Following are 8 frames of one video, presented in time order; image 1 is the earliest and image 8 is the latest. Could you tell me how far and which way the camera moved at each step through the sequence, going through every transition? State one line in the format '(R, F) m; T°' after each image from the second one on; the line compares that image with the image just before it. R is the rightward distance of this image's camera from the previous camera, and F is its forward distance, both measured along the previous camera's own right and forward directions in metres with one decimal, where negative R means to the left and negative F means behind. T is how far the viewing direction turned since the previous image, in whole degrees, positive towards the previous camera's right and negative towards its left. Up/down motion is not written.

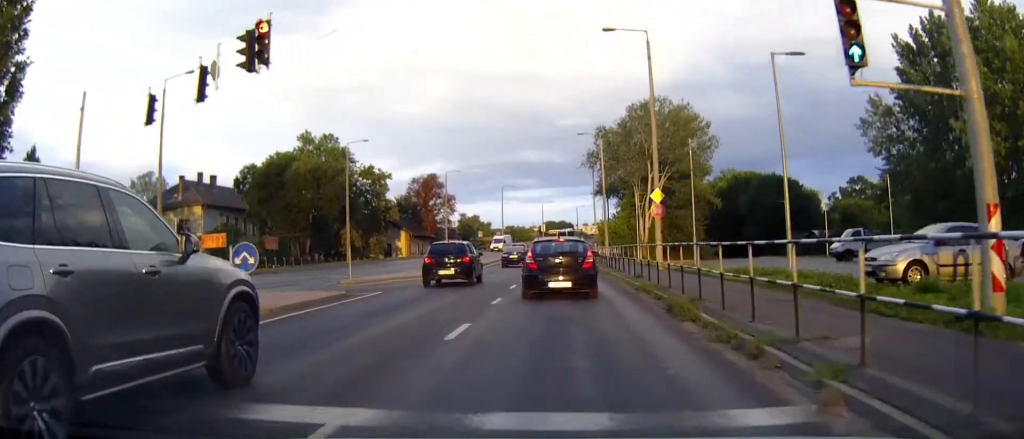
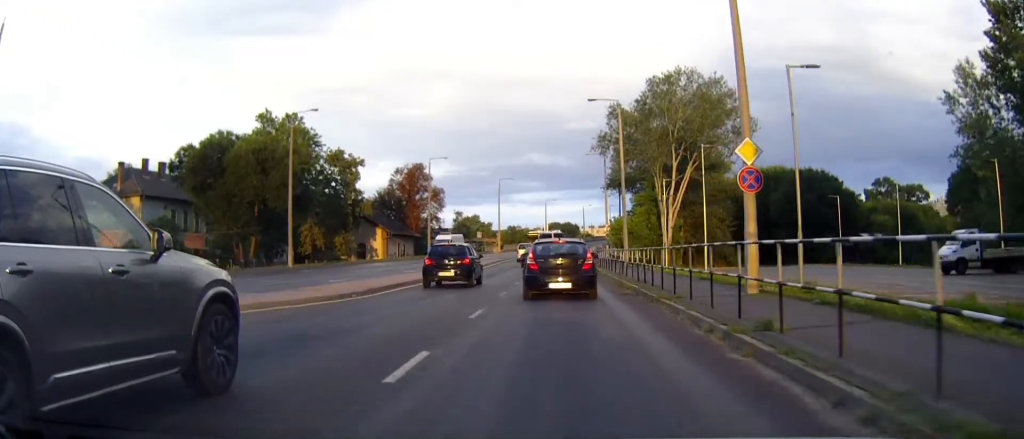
(0.0, +14.3) m; 0°
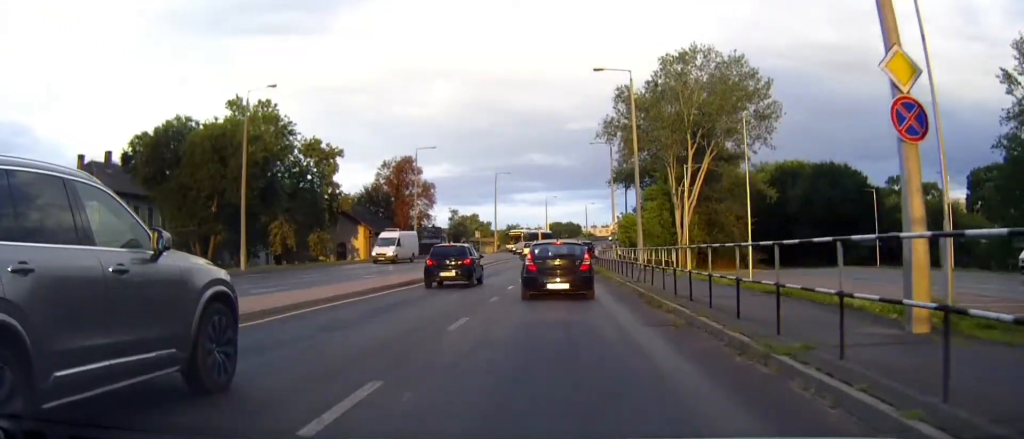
(0.0, +8.2) m; 0°
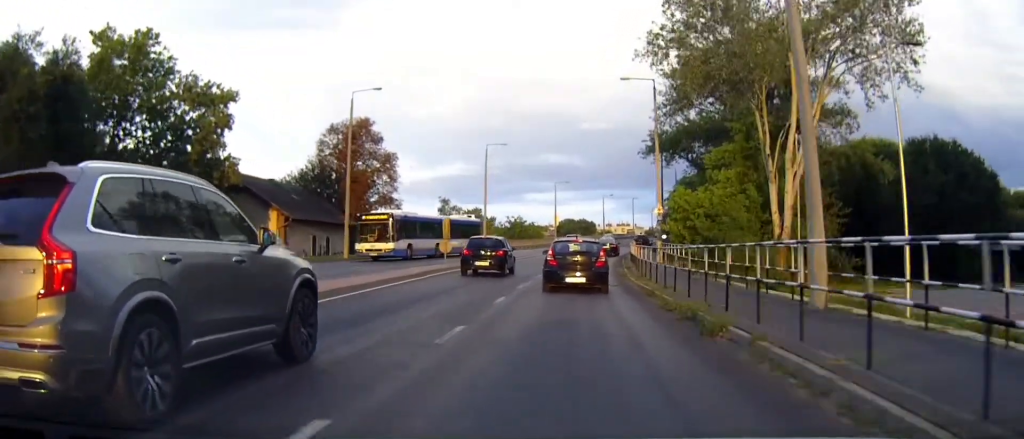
(-0.1, +26.6) m; -1°
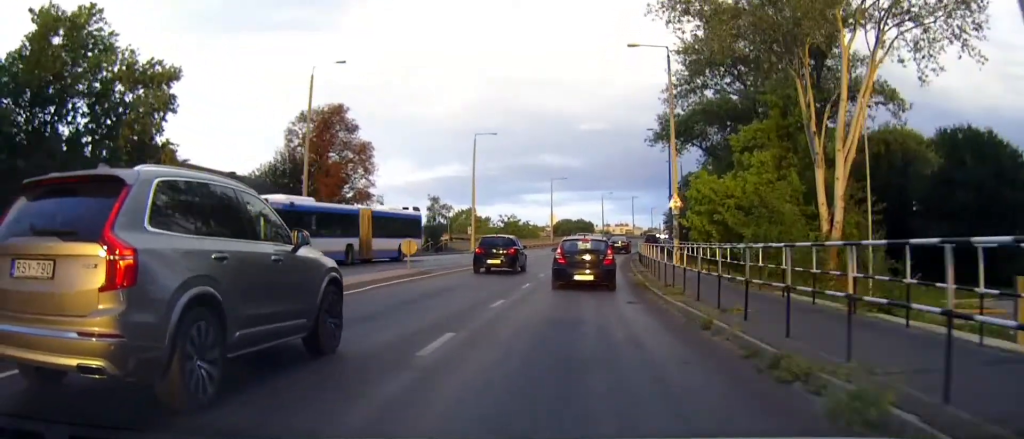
(0.0, +7.4) m; 0°
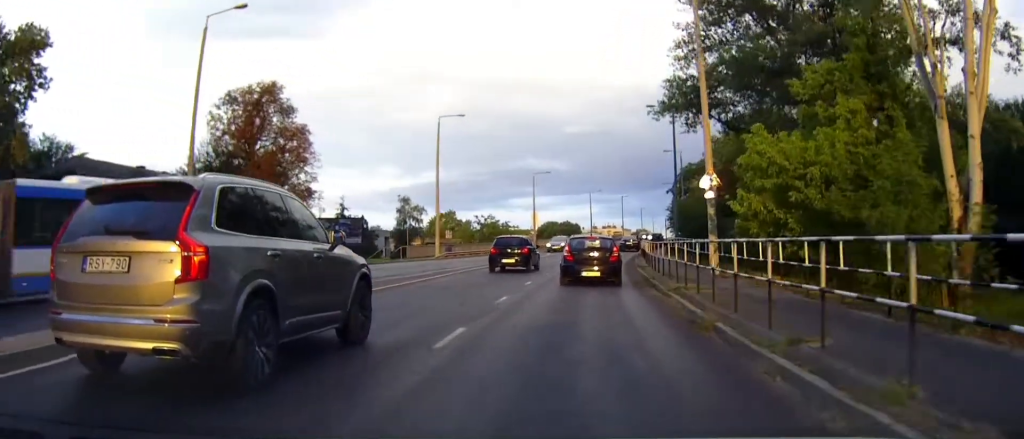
(0.0, +11.3) m; 0°
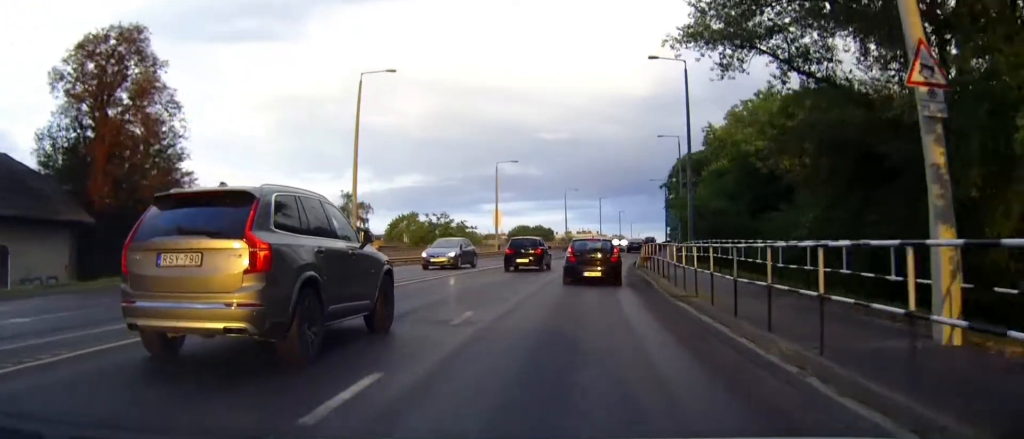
(+0.1, +15.9) m; +1°
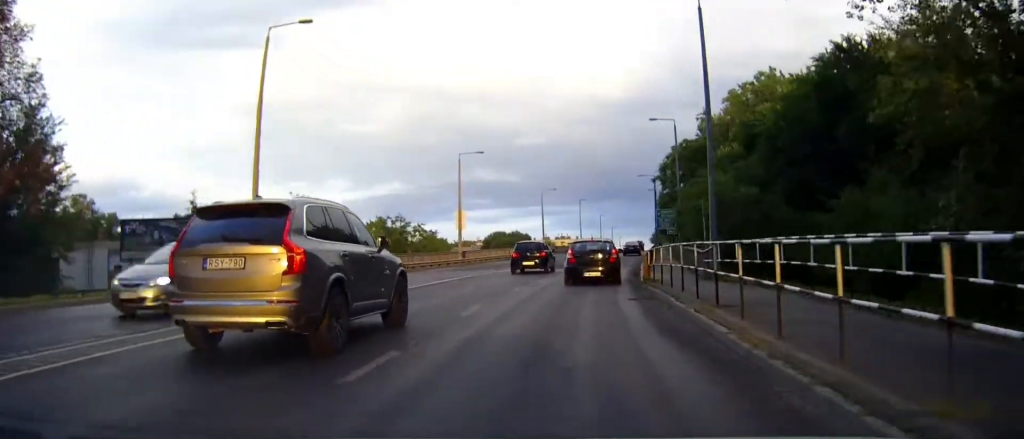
(0.0, +11.1) m; +1°
